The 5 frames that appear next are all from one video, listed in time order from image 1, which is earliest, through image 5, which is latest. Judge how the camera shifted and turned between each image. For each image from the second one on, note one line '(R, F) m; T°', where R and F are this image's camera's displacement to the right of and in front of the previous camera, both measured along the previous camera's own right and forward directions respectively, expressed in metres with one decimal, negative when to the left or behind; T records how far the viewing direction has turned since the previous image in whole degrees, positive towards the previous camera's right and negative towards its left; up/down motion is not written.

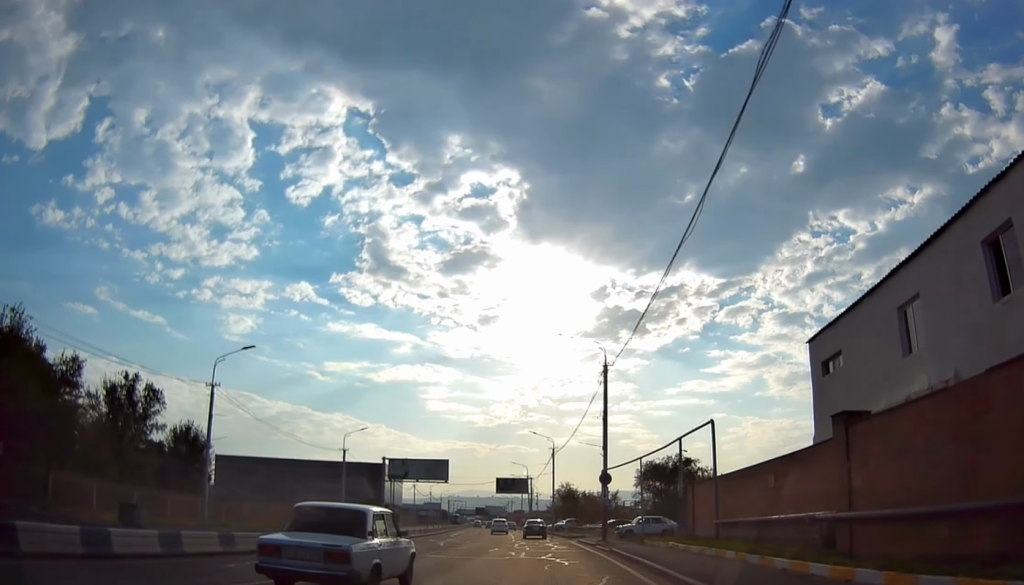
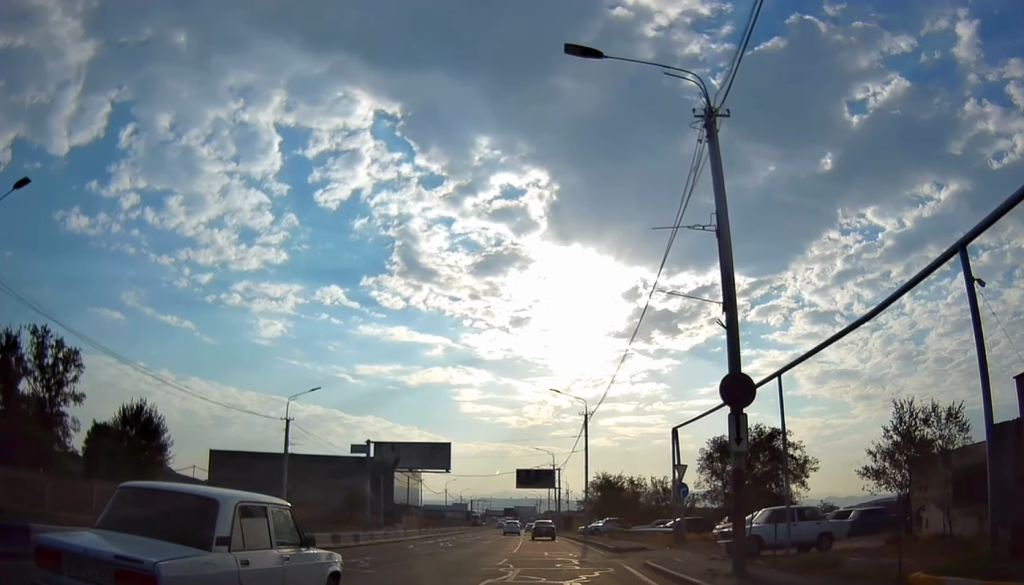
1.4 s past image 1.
(-0.1, +23.6) m; -2°
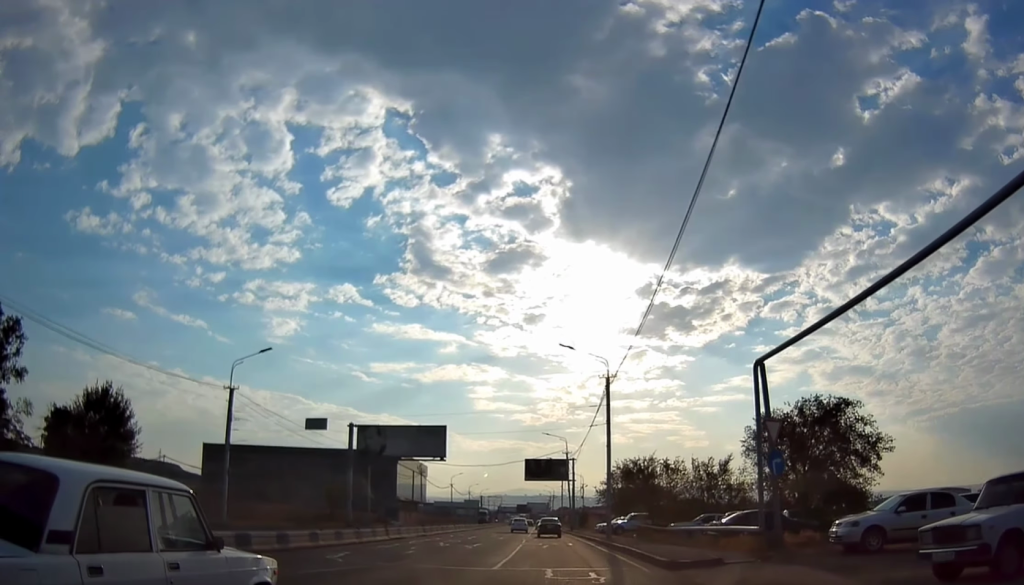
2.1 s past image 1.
(-0.1, +11.5) m; -2°
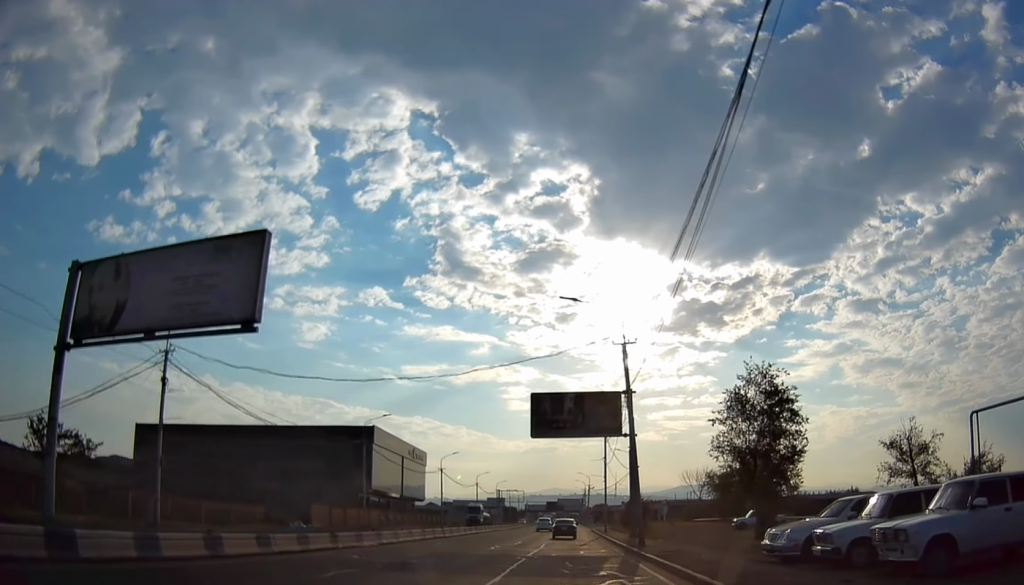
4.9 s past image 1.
(-2.0, +47.2) m; -4°
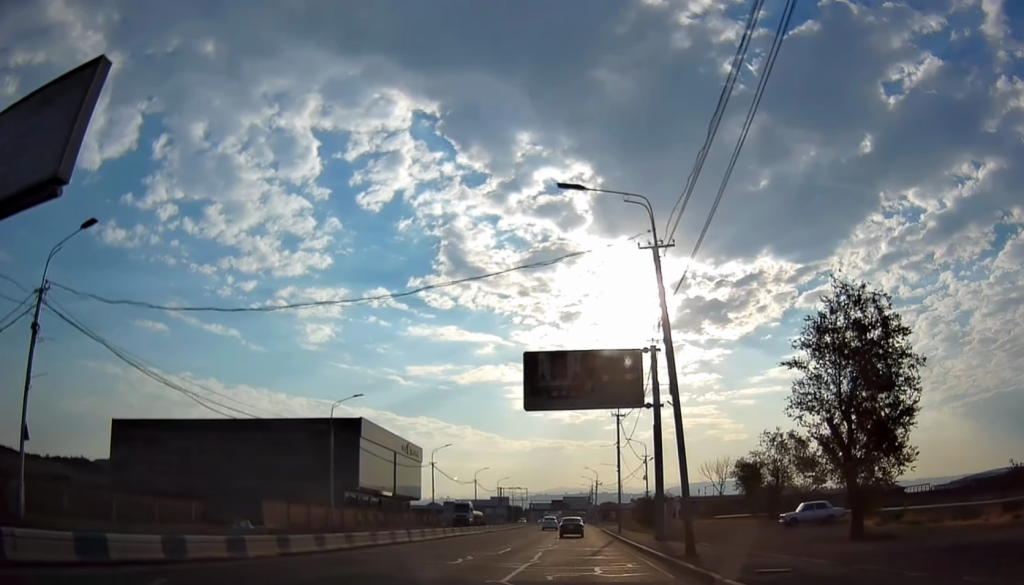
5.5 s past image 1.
(-0.1, +10.7) m; -1°
